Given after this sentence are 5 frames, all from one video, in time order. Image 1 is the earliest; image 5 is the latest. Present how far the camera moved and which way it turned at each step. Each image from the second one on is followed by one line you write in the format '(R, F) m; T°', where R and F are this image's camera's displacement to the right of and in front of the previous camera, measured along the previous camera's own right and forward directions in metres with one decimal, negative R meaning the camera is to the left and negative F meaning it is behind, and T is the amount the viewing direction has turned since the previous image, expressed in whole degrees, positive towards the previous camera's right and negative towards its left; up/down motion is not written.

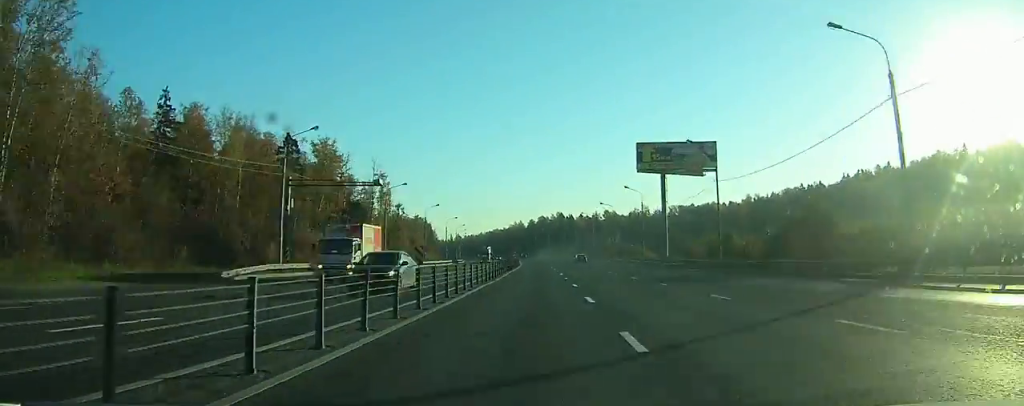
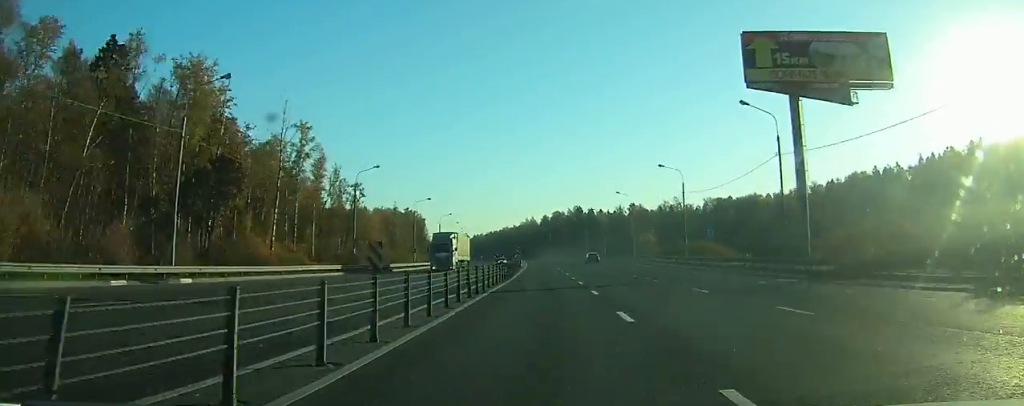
(-1.4, +45.2) m; -3°
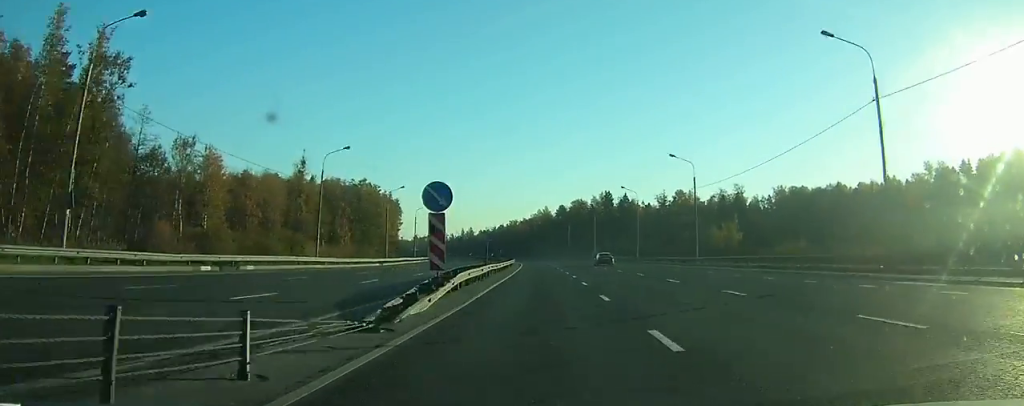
(-1.0, +69.7) m; -1°
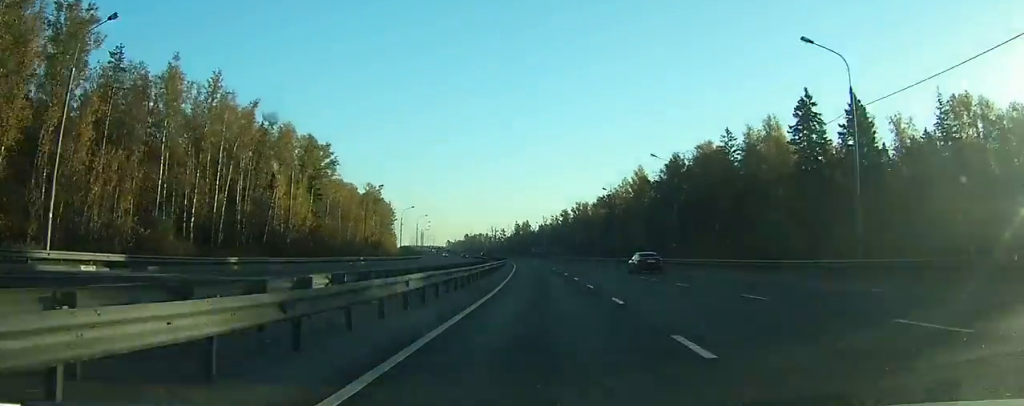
(-4.1, +122.7) m; -6°
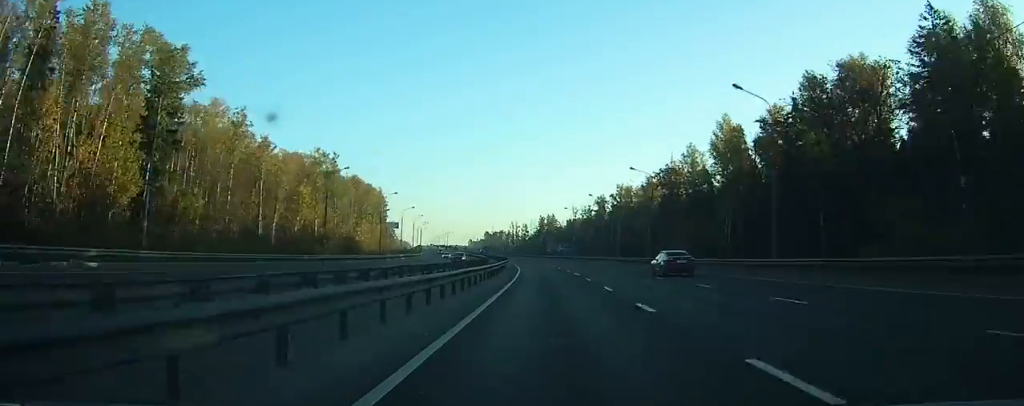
(-2.0, +50.6) m; -4°
